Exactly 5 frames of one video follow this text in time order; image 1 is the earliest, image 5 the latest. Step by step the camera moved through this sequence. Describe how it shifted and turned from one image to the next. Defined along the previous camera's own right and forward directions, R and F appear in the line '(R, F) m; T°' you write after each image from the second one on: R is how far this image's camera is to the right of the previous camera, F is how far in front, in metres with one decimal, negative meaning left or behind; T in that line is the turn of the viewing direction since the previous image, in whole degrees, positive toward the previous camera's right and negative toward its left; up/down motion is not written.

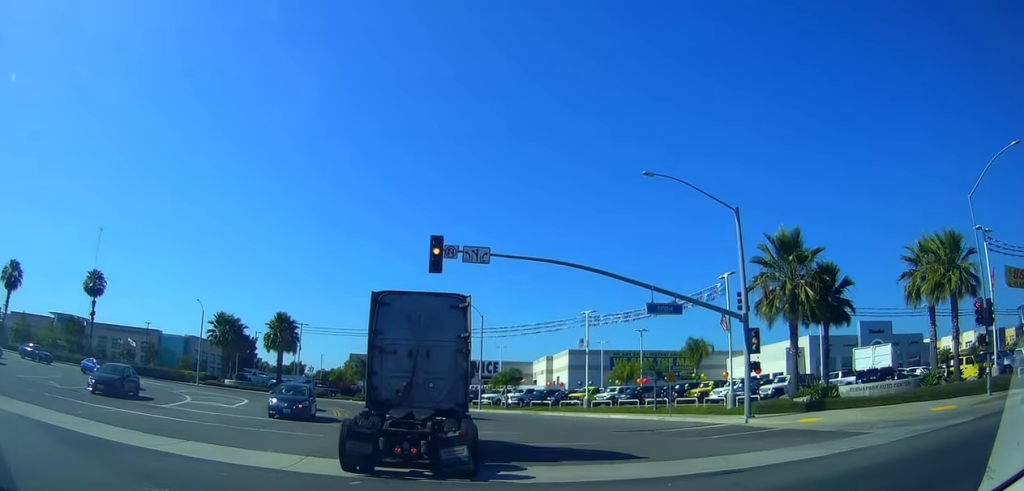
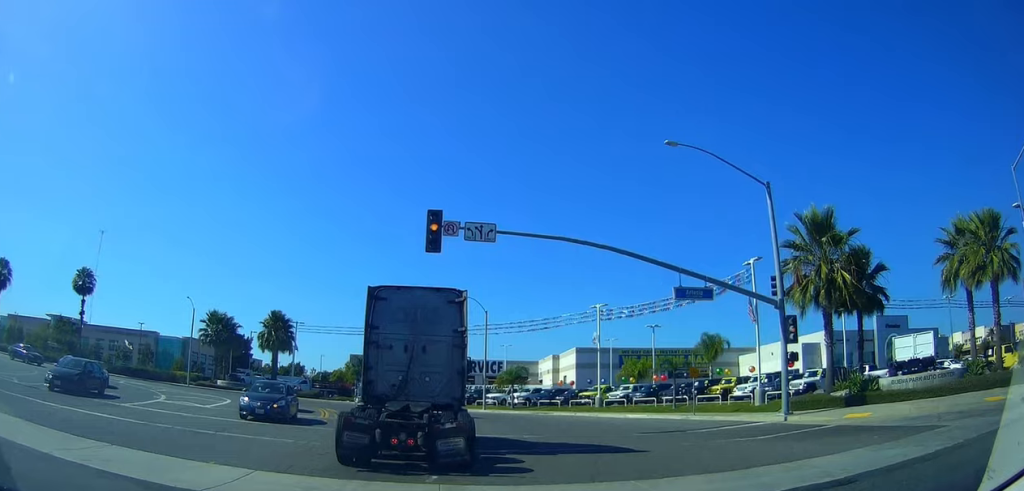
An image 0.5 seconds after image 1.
(-0.1, +3.2) m; -1°
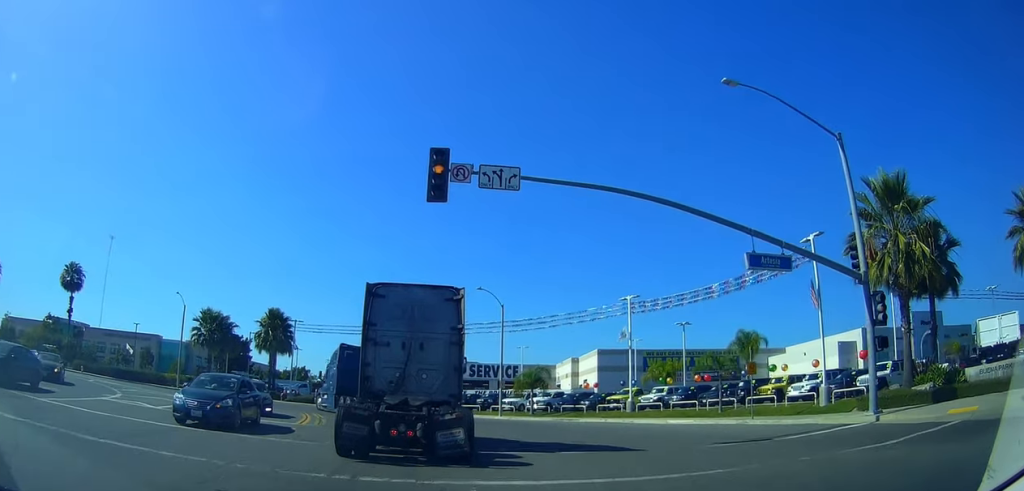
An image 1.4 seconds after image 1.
(0.0, +5.9) m; 0°
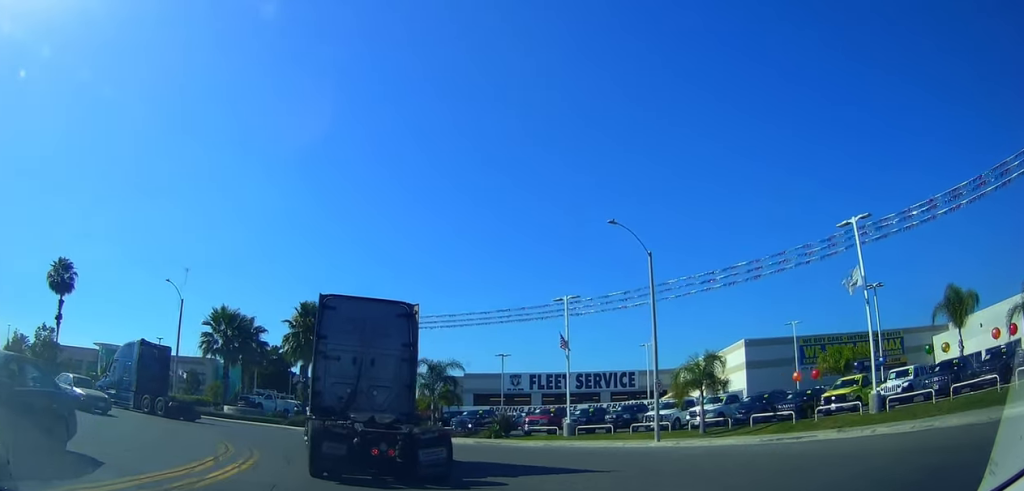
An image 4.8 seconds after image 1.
(0.0, +19.3) m; -5°
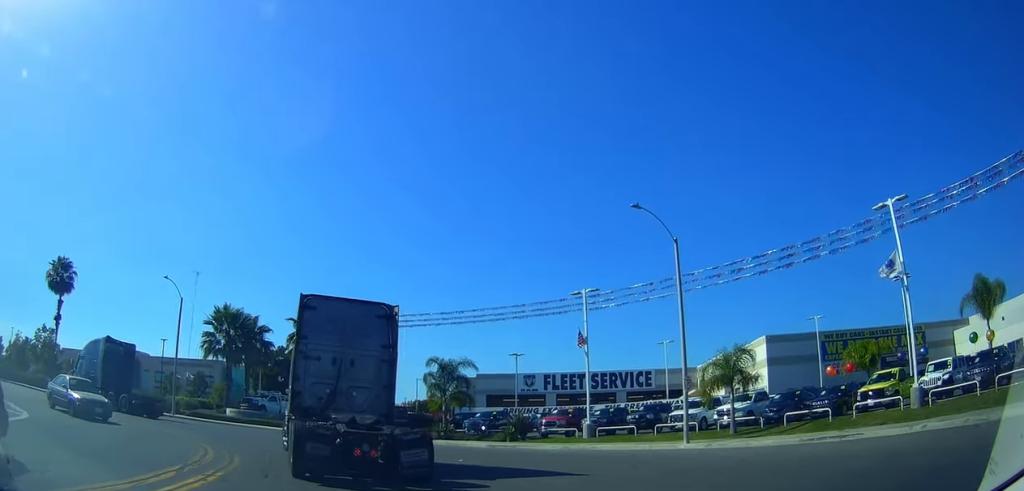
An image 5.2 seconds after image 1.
(+0.1, +2.2) m; -3°
